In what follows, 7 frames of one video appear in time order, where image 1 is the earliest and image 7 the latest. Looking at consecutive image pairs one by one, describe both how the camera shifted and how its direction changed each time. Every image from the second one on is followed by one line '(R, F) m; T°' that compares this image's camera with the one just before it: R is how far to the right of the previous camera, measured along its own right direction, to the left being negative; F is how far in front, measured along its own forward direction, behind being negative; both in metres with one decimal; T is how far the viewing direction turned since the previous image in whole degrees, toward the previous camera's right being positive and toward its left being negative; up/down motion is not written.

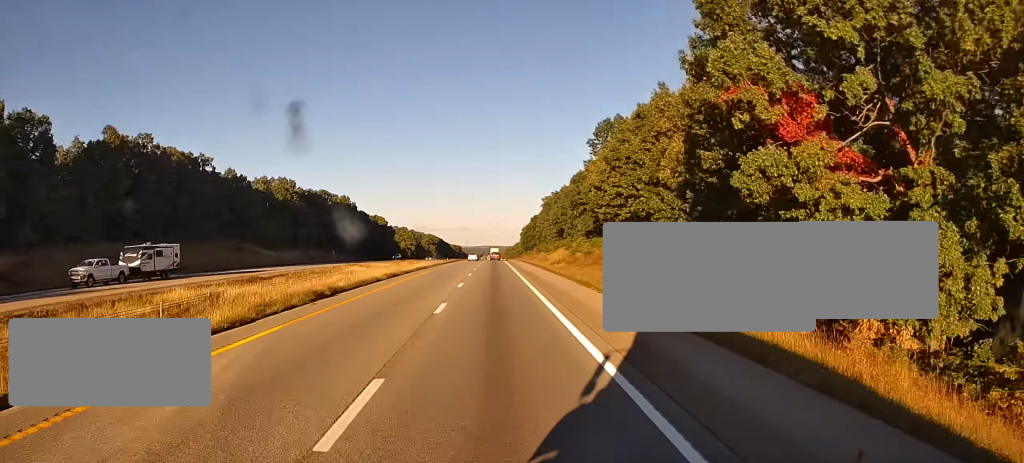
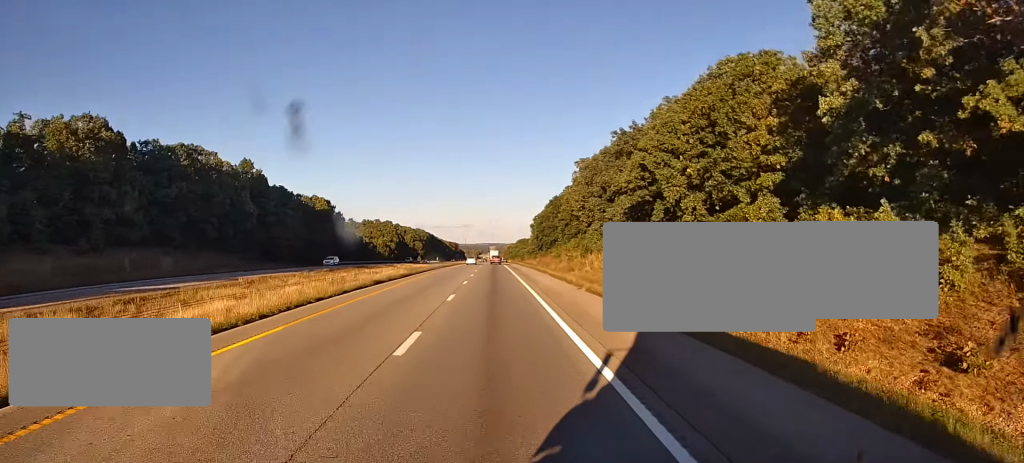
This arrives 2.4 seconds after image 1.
(+0.5, +80.0) m; +1°
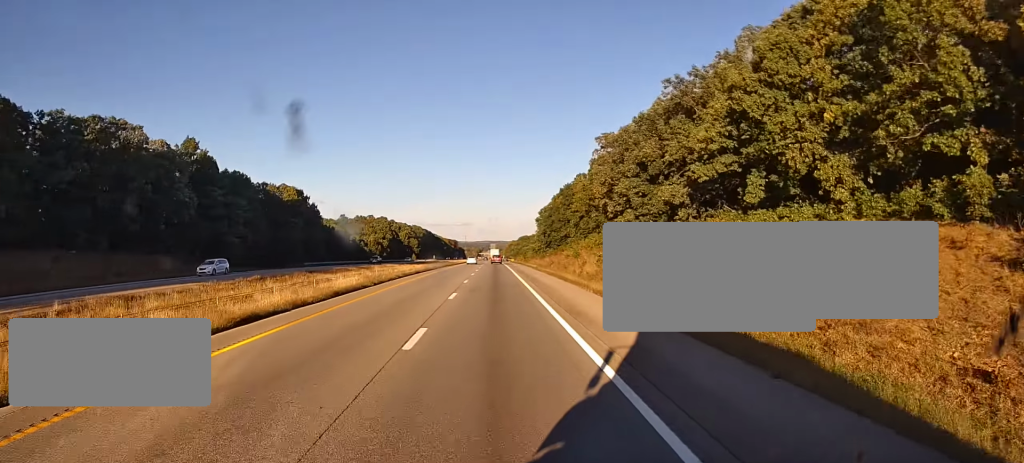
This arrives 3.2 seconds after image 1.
(+0.1, +24.2) m; 0°
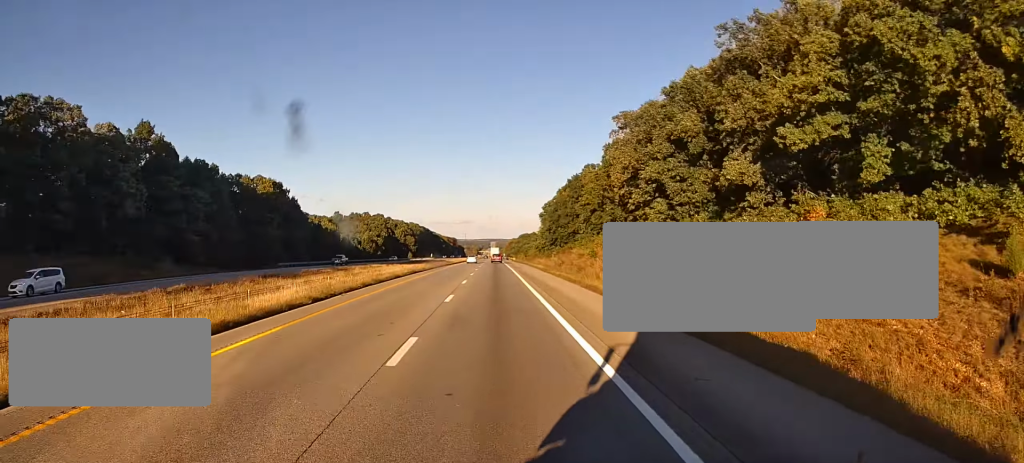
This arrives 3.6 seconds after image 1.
(+0.3, +14.2) m; 0°
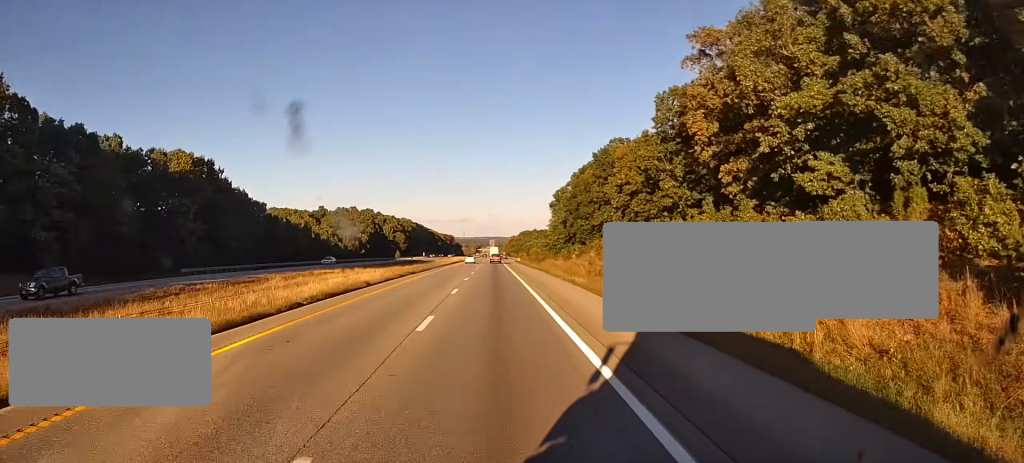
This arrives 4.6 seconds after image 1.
(-0.6, +32.6) m; -1°
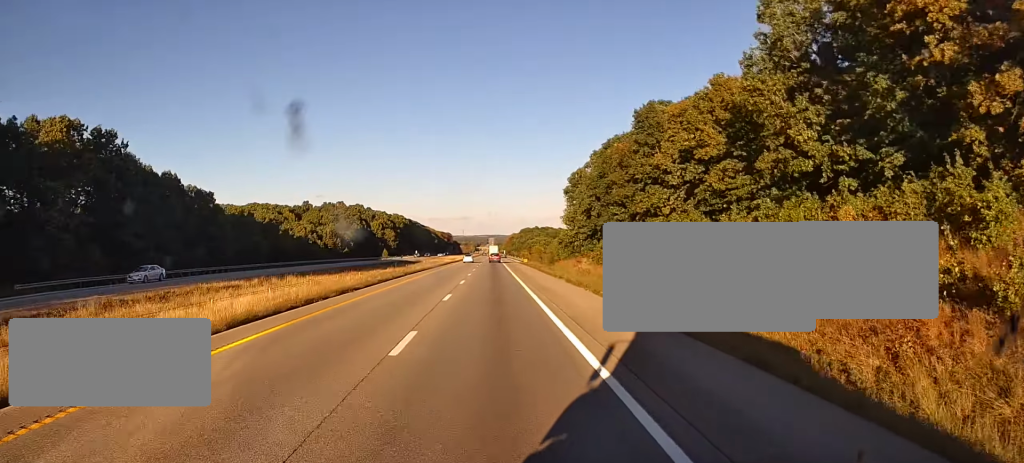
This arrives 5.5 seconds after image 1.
(+0.2, +28.1) m; 0°
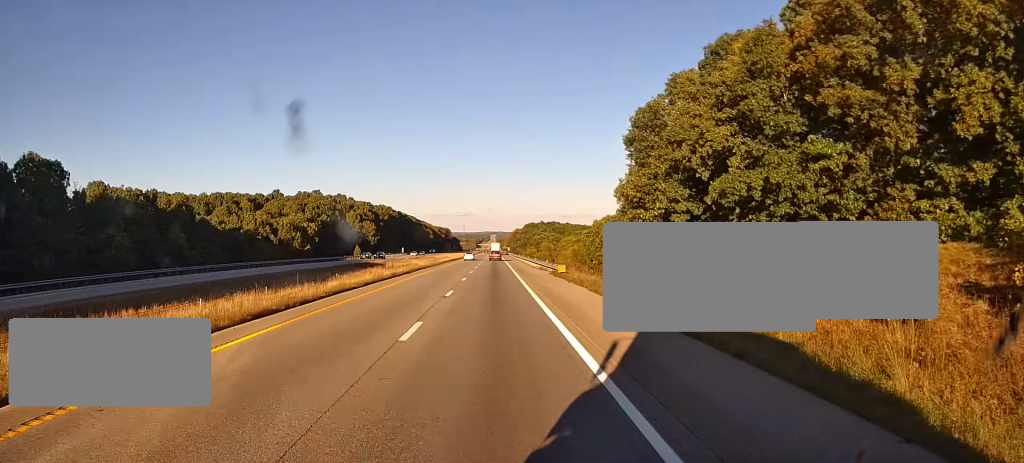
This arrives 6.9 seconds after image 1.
(-0.3, +46.9) m; -1°
